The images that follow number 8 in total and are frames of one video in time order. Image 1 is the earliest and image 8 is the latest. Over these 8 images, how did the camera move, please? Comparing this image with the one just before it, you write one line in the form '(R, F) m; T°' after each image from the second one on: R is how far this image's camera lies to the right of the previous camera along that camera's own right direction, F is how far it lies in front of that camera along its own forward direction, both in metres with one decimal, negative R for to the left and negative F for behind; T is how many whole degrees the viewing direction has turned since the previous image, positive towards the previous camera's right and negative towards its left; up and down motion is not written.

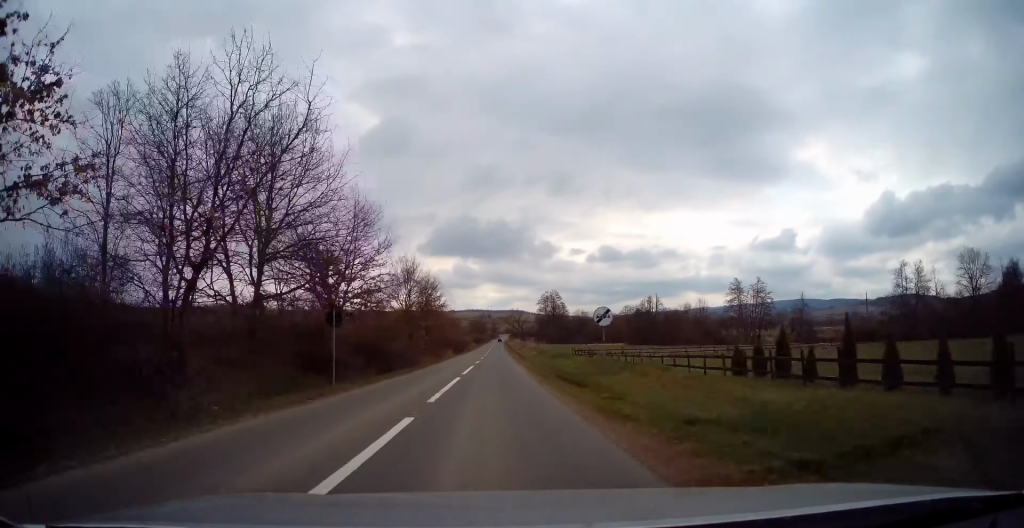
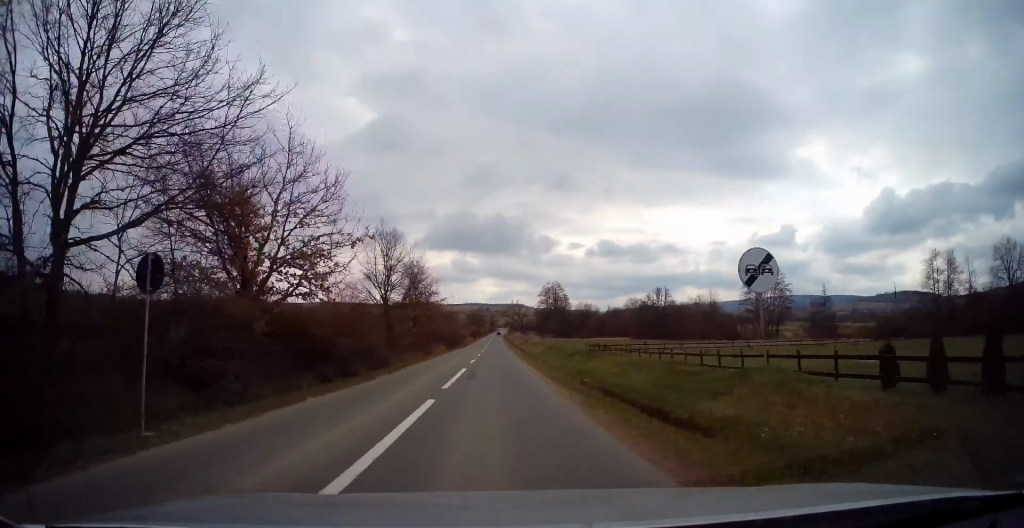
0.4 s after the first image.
(-0.1, +9.6) m; +1°
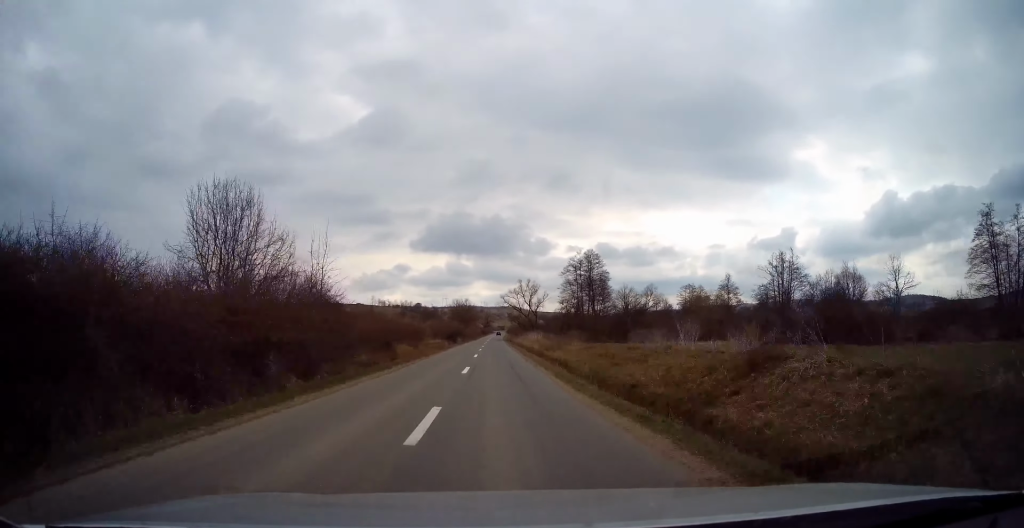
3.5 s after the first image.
(+0.1, +70.8) m; 0°
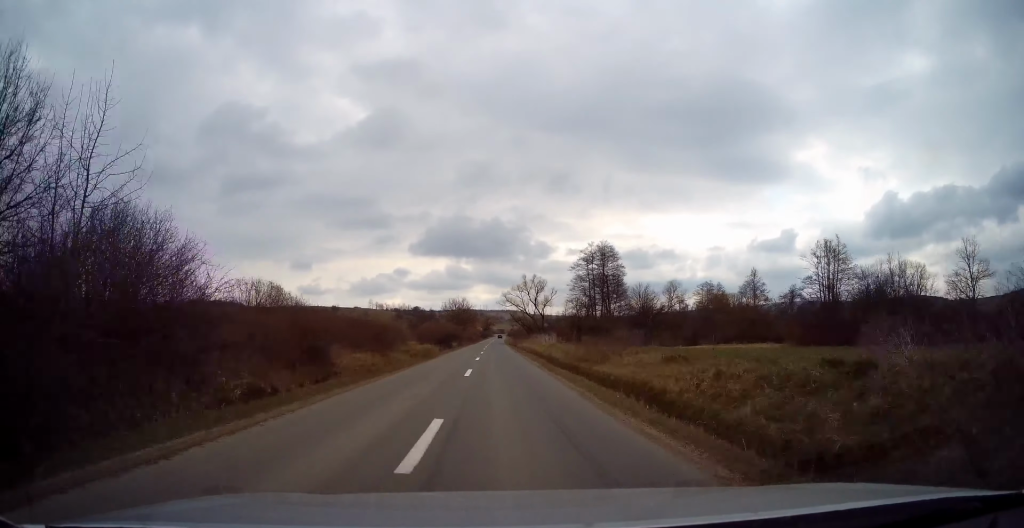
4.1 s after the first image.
(+0.2, +13.3) m; +1°
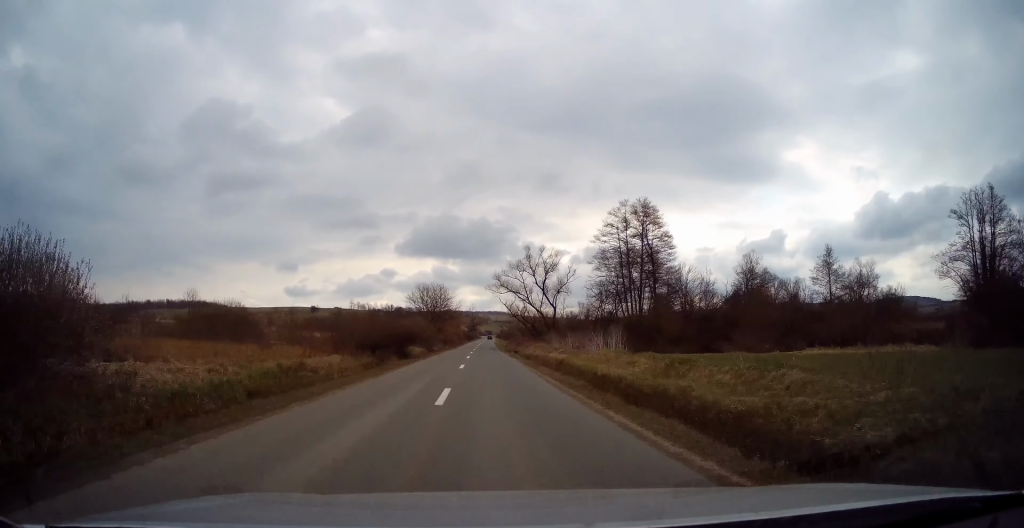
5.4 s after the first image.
(+0.6, +31.4) m; +1°
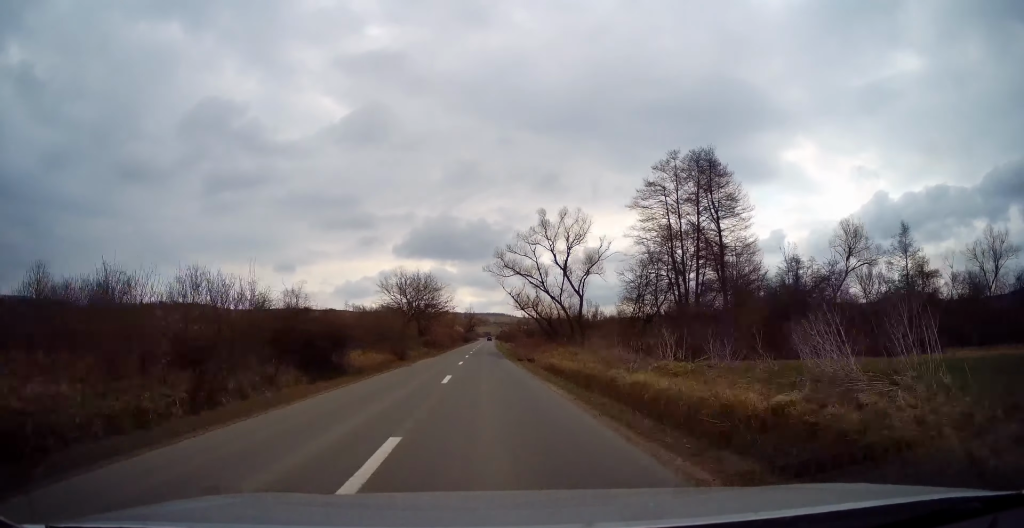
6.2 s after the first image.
(-0.4, +18.5) m; 0°
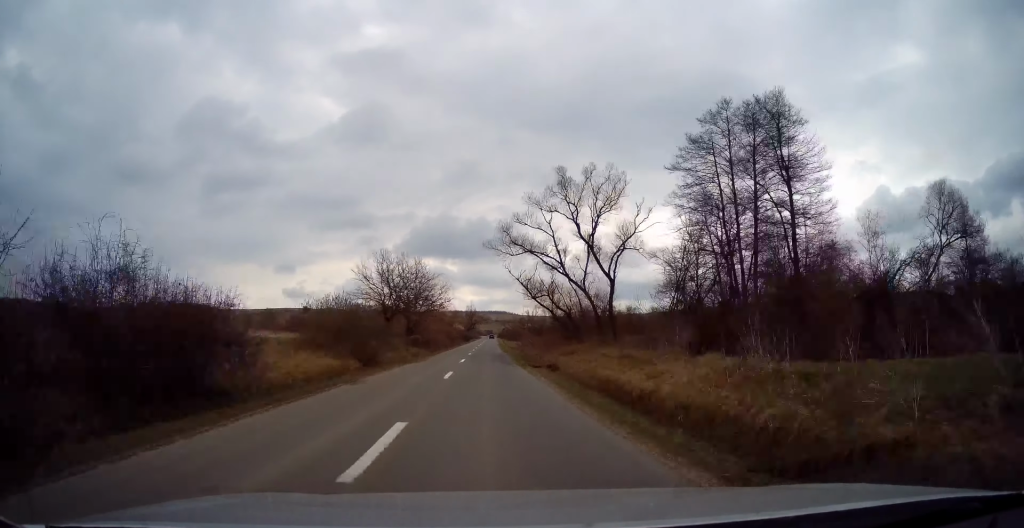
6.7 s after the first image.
(0.0, +10.8) m; 0°
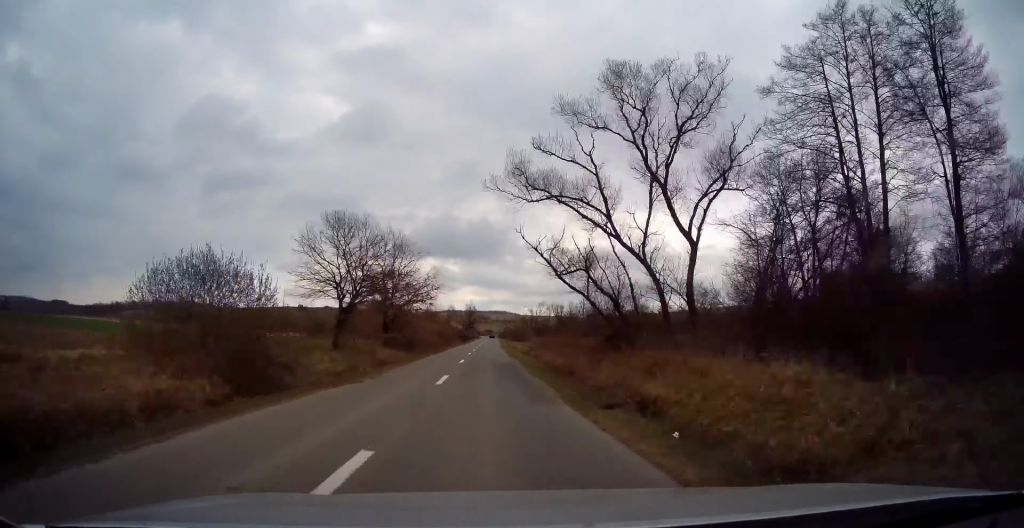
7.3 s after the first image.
(+0.3, +13.9) m; 0°
